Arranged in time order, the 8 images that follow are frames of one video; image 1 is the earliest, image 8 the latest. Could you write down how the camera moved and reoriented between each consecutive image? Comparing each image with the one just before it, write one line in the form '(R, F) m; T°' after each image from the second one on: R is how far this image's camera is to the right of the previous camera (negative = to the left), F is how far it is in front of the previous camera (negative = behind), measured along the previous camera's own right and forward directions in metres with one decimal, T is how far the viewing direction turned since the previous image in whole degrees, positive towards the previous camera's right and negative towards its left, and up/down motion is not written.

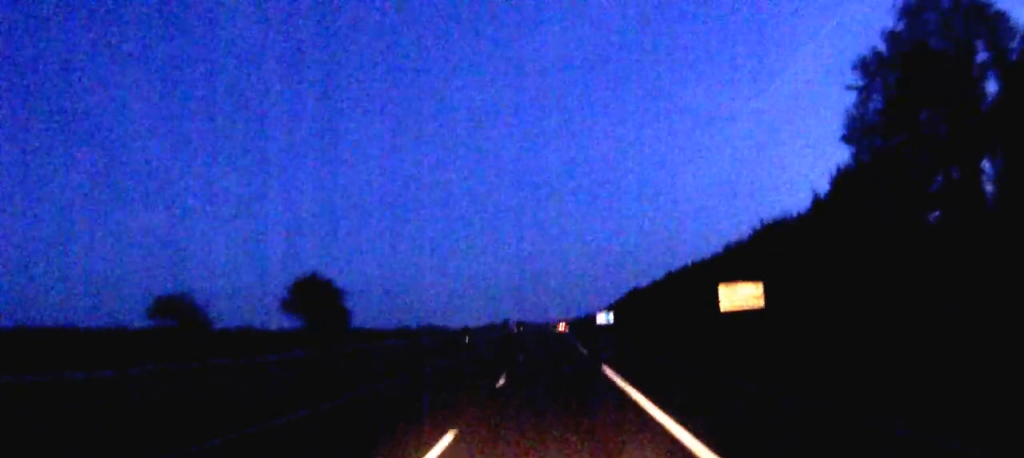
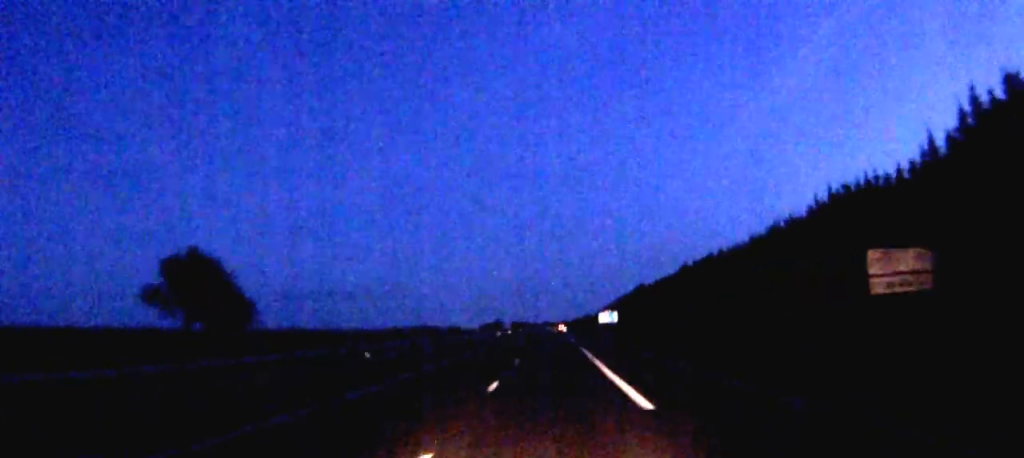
(+0.1, +28.1) m; 0°
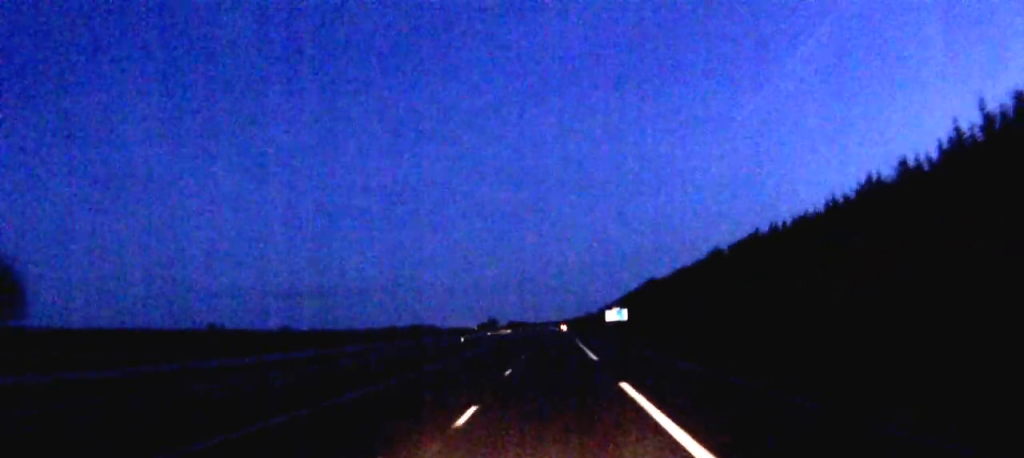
(+0.1, +32.9) m; 0°
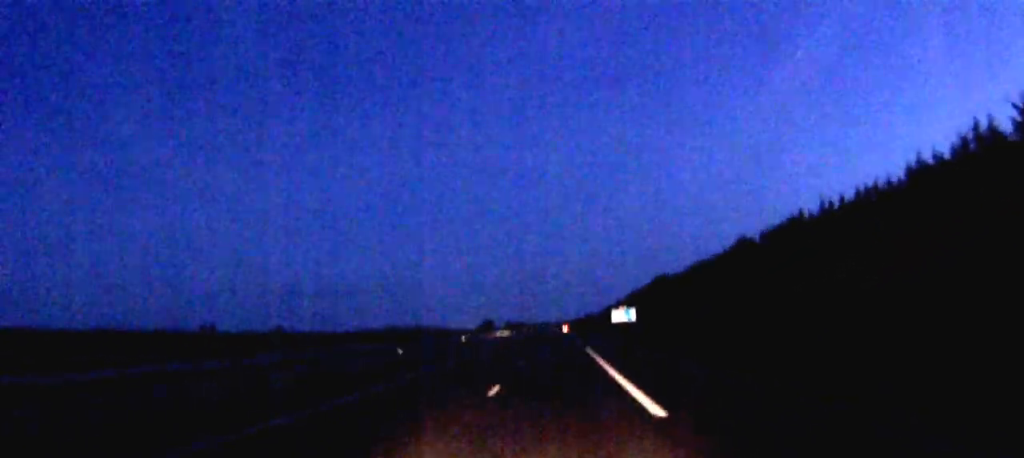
(0.0, +20.6) m; 0°
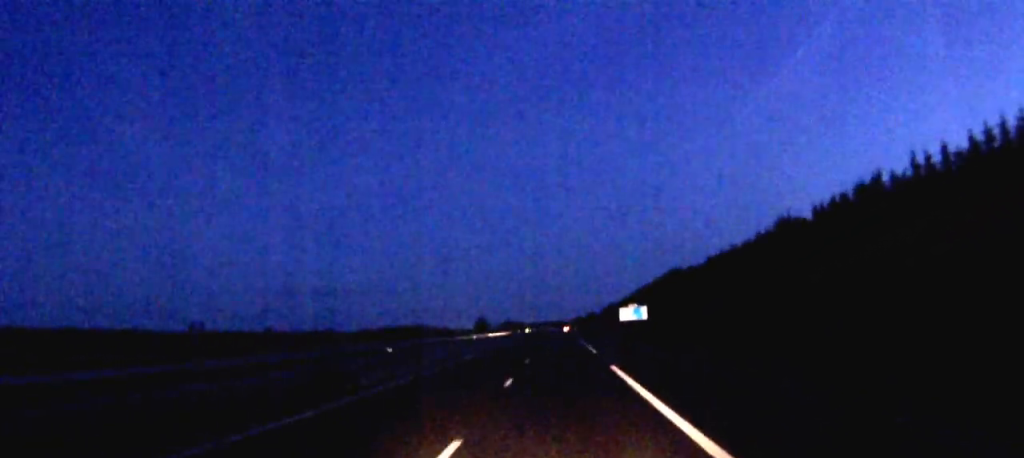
(0.0, +23.4) m; 0°
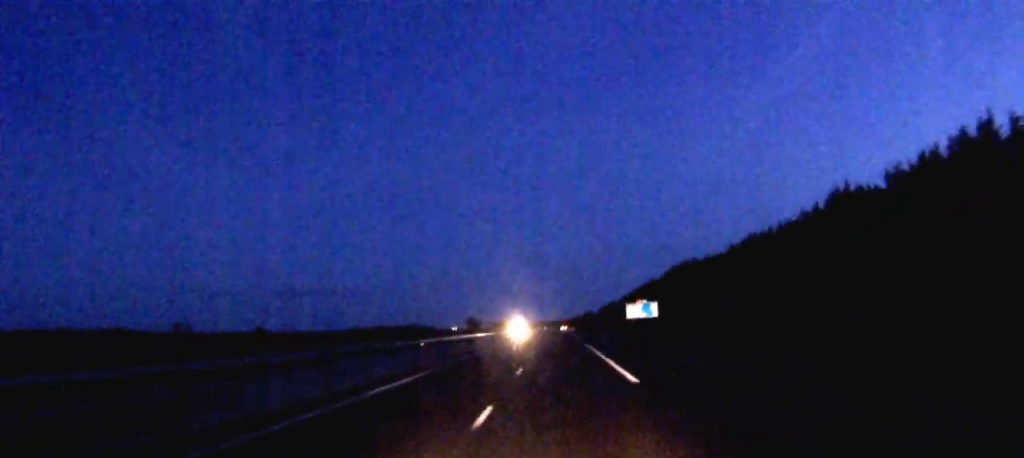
(0.0, +21.3) m; 0°
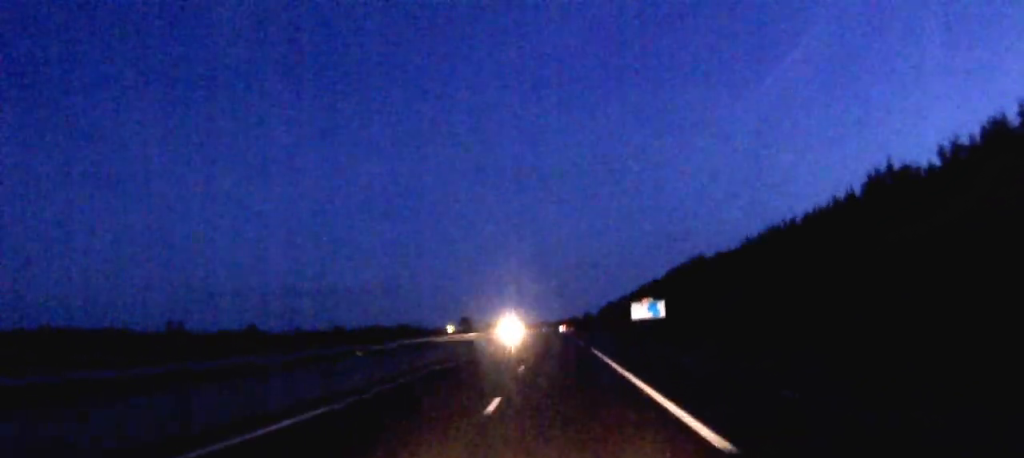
(0.0, +11.1) m; 0°
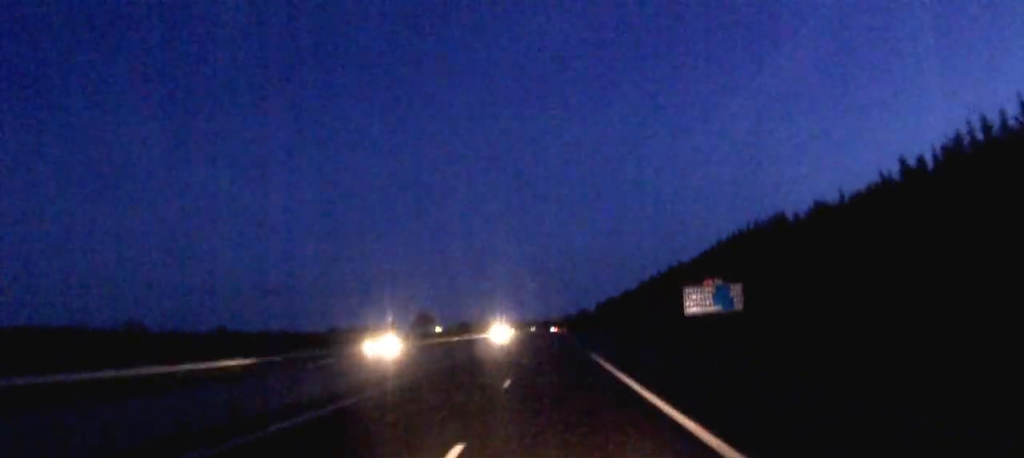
(+0.2, +58.3) m; 0°
